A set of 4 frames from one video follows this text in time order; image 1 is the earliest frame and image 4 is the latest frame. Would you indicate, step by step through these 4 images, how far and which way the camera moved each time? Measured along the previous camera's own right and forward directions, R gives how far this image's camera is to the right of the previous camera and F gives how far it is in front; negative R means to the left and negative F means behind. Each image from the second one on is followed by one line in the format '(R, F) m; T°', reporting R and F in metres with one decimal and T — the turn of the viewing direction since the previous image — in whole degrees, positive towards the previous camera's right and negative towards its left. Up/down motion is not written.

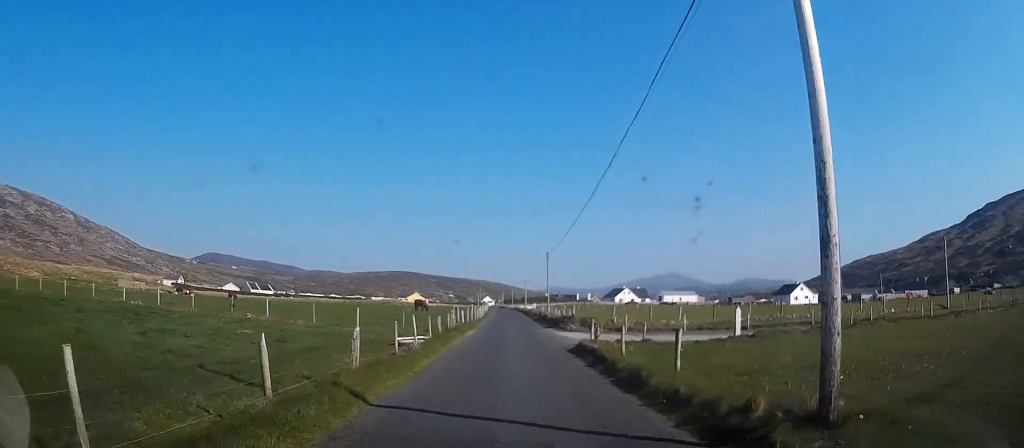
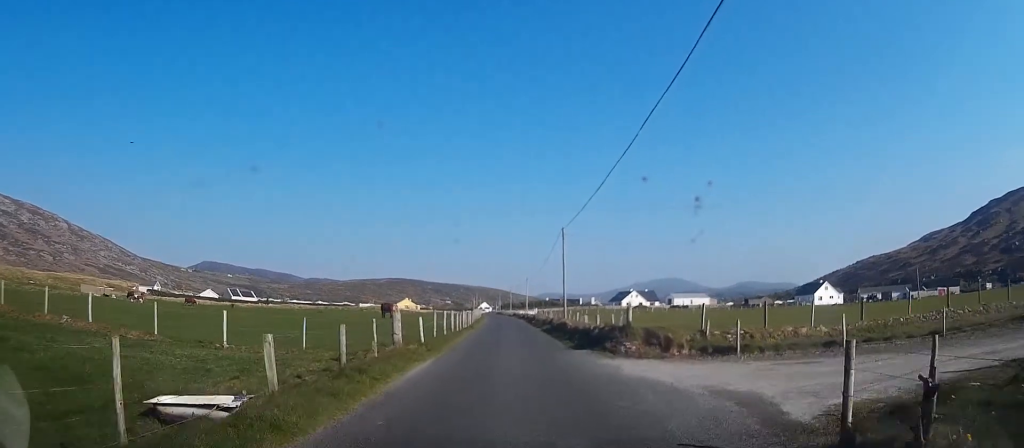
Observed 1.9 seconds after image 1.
(0.0, +18.3) m; -2°
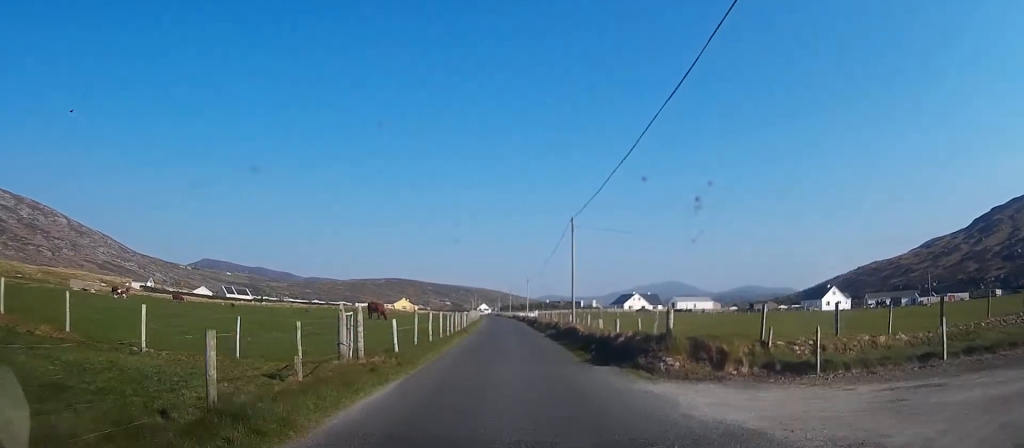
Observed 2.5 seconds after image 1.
(0.0, +5.1) m; 0°
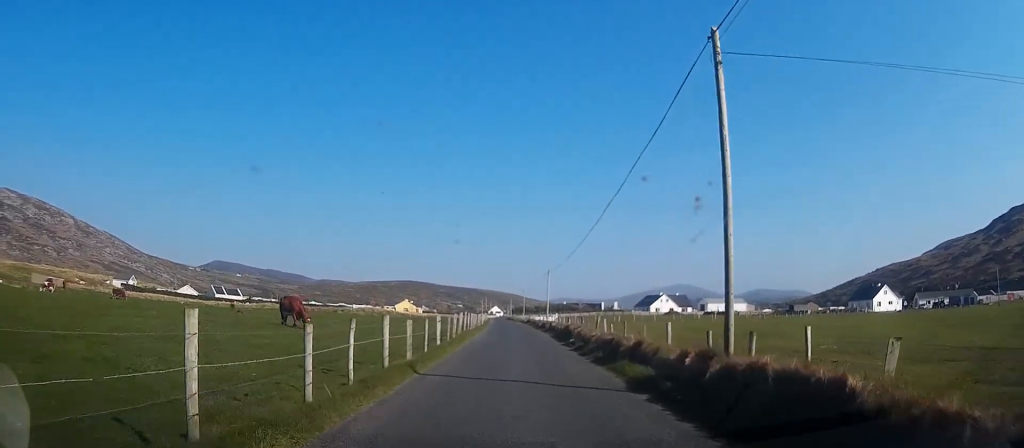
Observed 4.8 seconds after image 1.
(+0.5, +21.9) m; 0°
